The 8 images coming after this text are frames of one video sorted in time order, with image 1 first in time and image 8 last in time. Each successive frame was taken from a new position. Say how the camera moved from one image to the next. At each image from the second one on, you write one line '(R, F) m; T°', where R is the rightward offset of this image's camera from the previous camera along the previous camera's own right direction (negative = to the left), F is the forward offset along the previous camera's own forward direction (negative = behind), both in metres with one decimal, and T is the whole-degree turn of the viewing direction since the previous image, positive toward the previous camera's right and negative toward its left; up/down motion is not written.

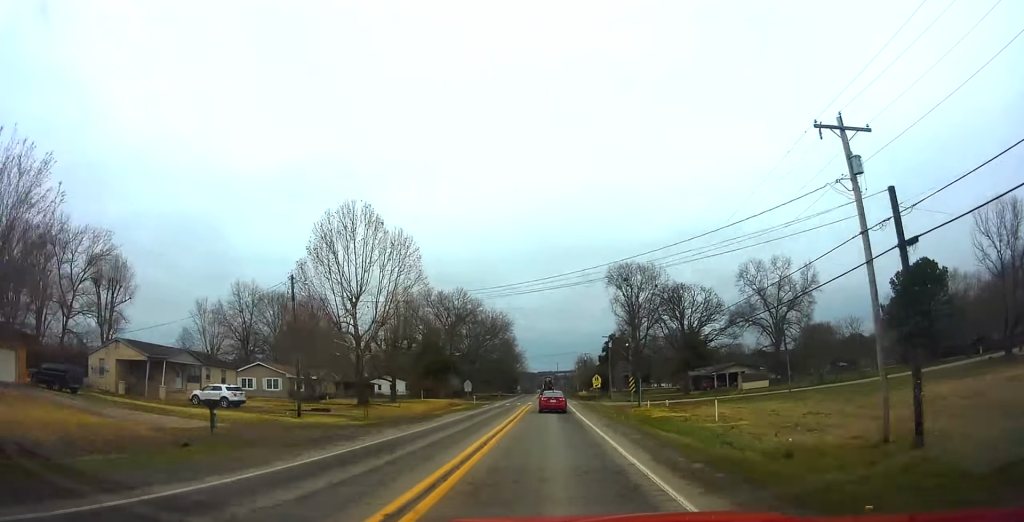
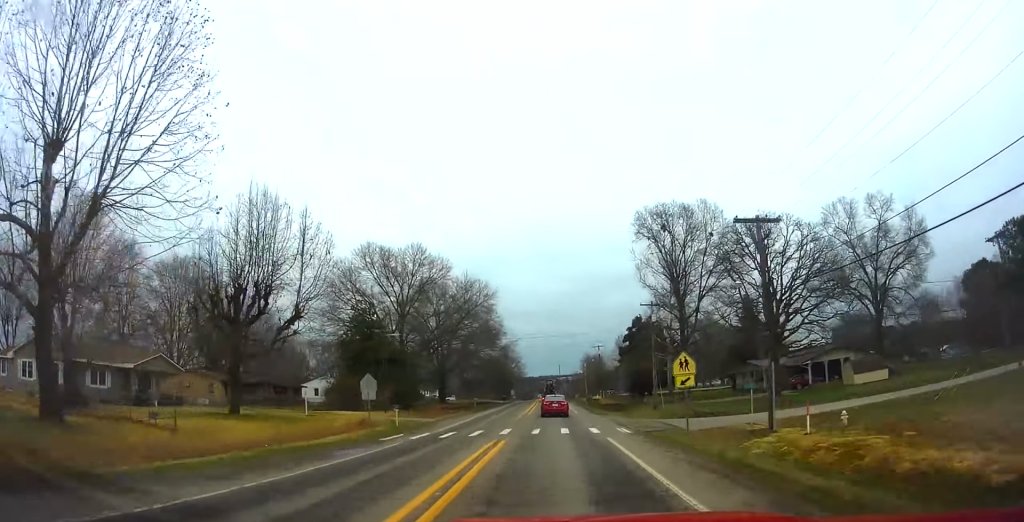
(+0.1, +37.2) m; 0°
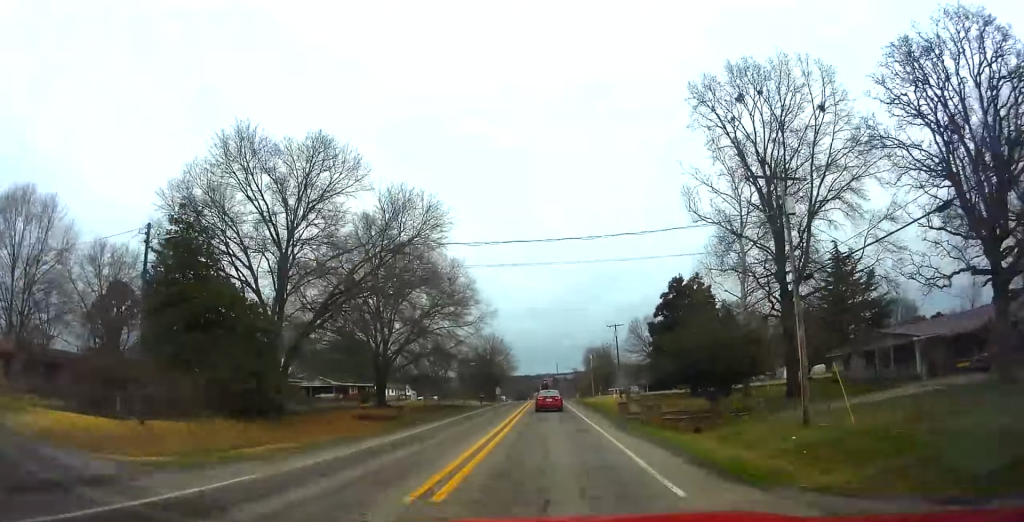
(-0.5, +32.8) m; 0°
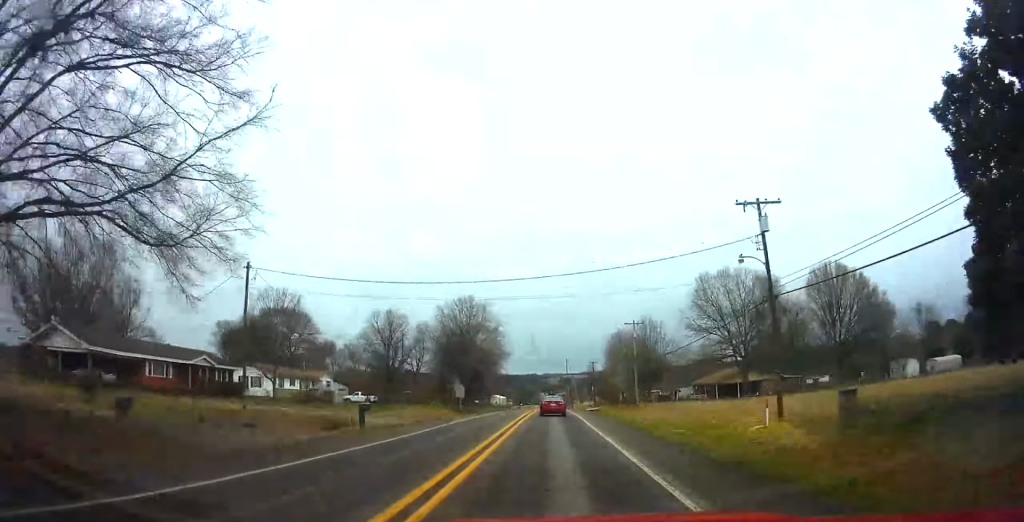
(+0.7, +53.4) m; 0°
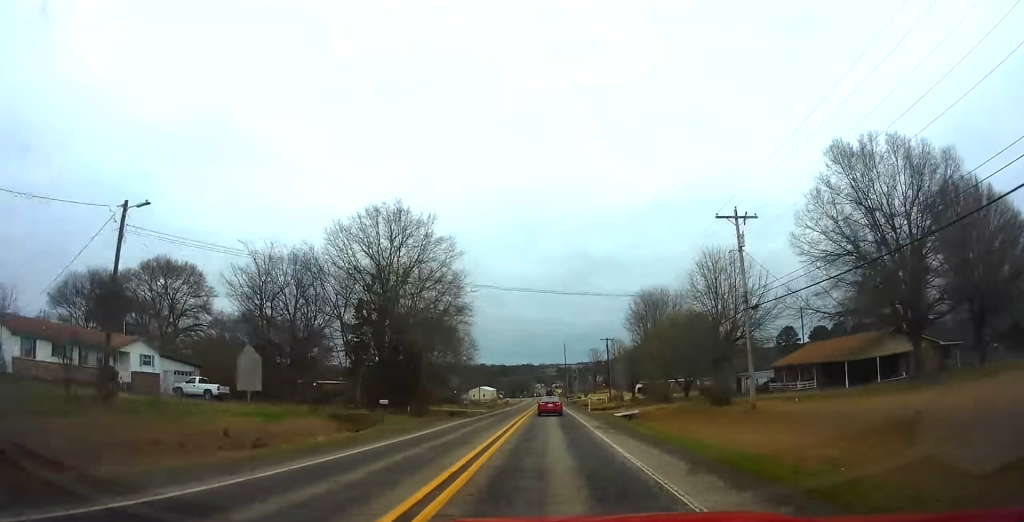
(-0.6, +40.7) m; 0°
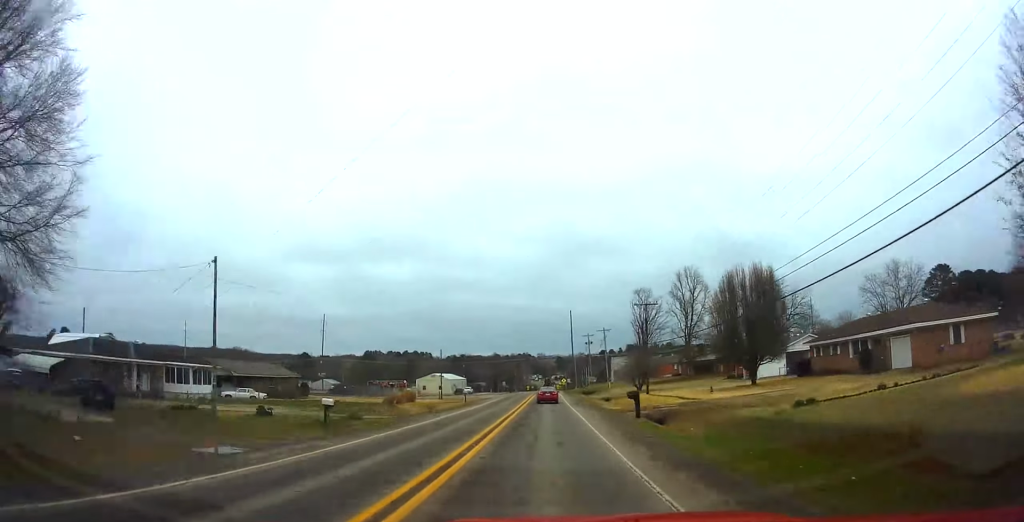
(+0.1, +103.1) m; 0°
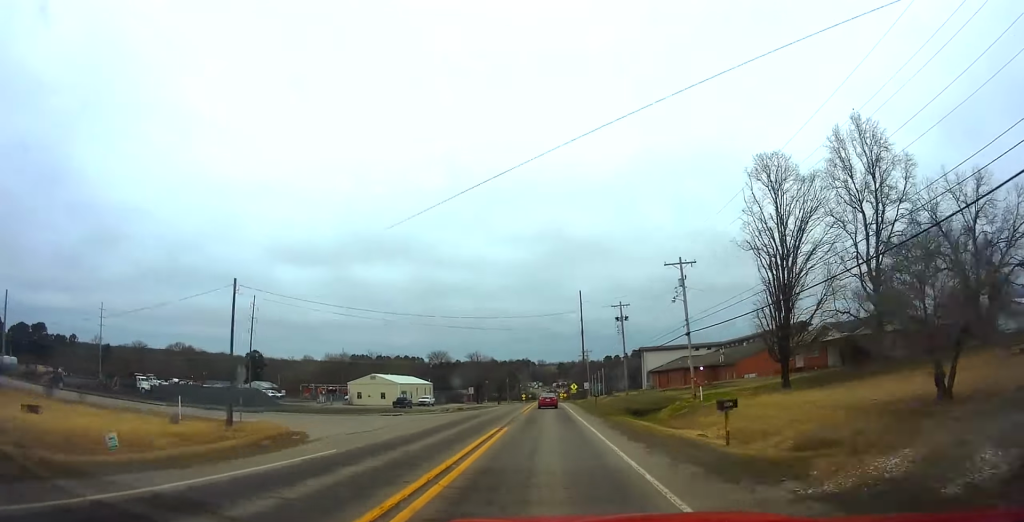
(+0.5, +56.1) m; 0°
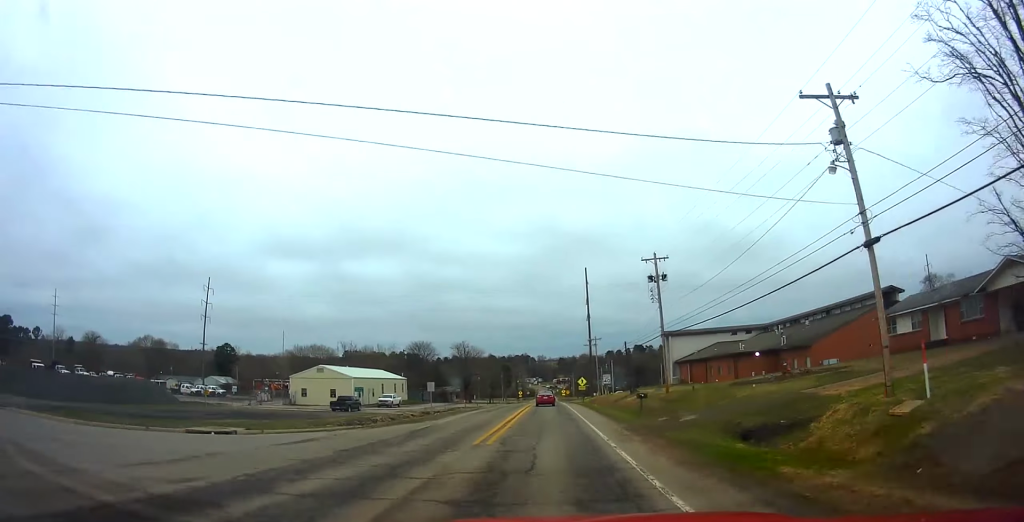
(-0.2, +24.9) m; 0°
